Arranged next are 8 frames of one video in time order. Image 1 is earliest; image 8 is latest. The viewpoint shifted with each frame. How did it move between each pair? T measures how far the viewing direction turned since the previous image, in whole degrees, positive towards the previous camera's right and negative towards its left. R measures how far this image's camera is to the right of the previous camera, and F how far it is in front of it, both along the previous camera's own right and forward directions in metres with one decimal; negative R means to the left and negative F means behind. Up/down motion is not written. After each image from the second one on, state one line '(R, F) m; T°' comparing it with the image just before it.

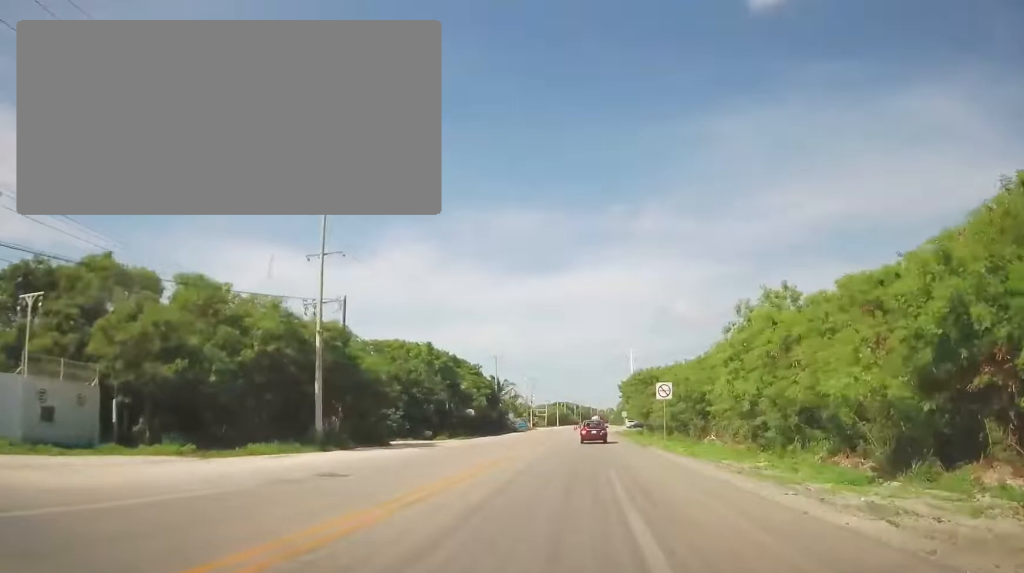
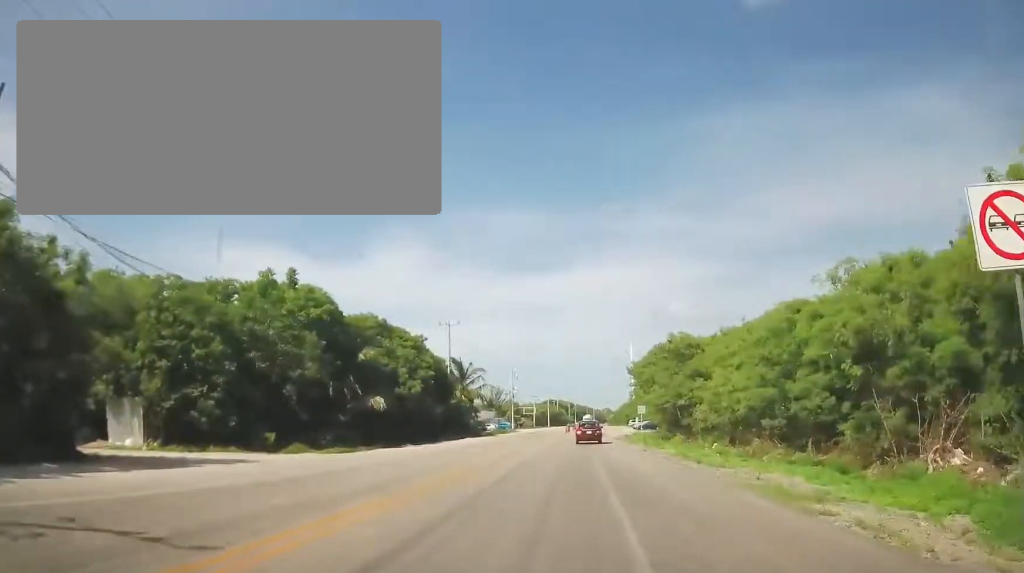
(+0.7, +28.0) m; +1°
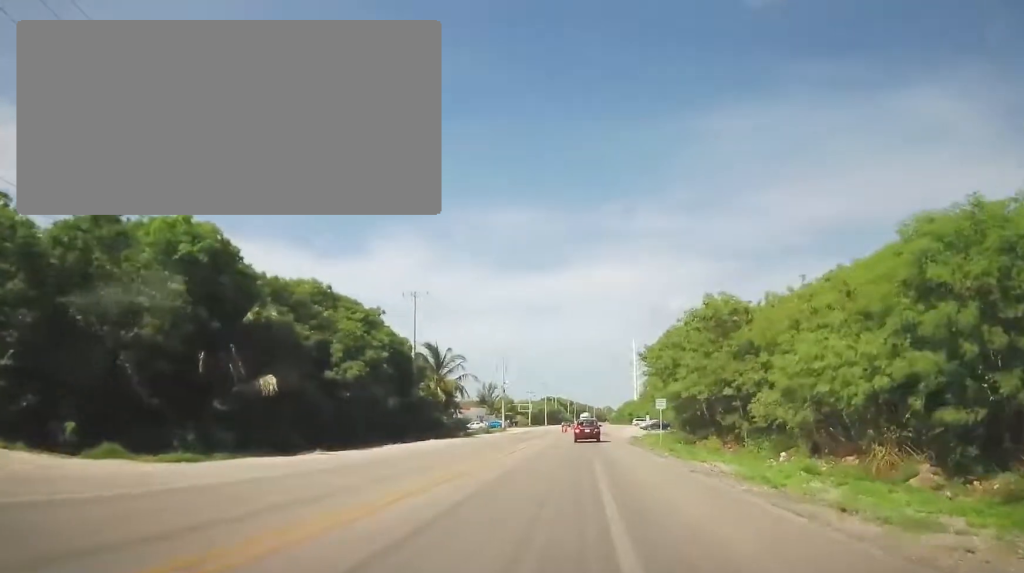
(-0.1, +12.5) m; -2°
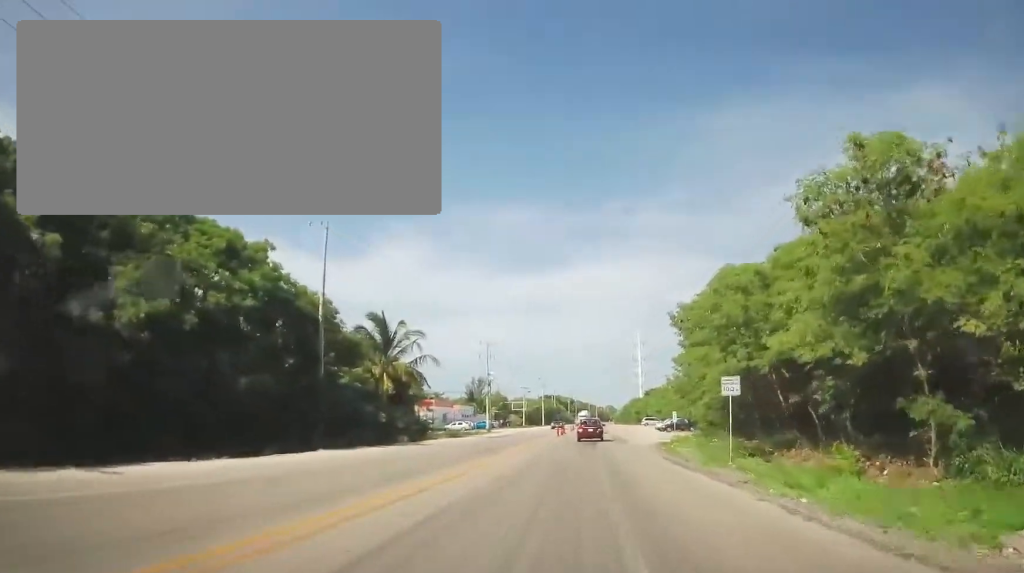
(-0.4, +17.3) m; 0°
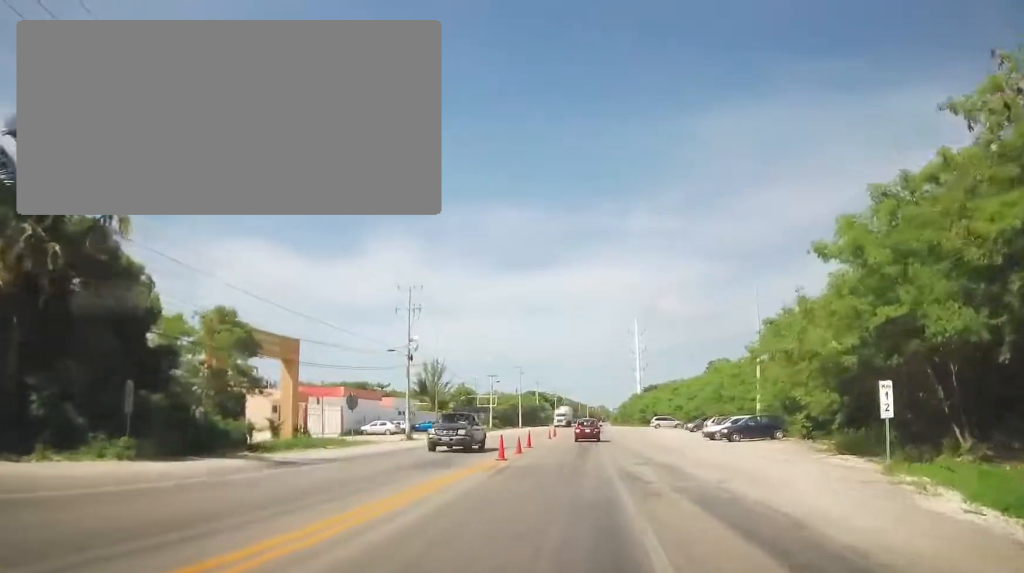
(+0.6, +32.4) m; +1°
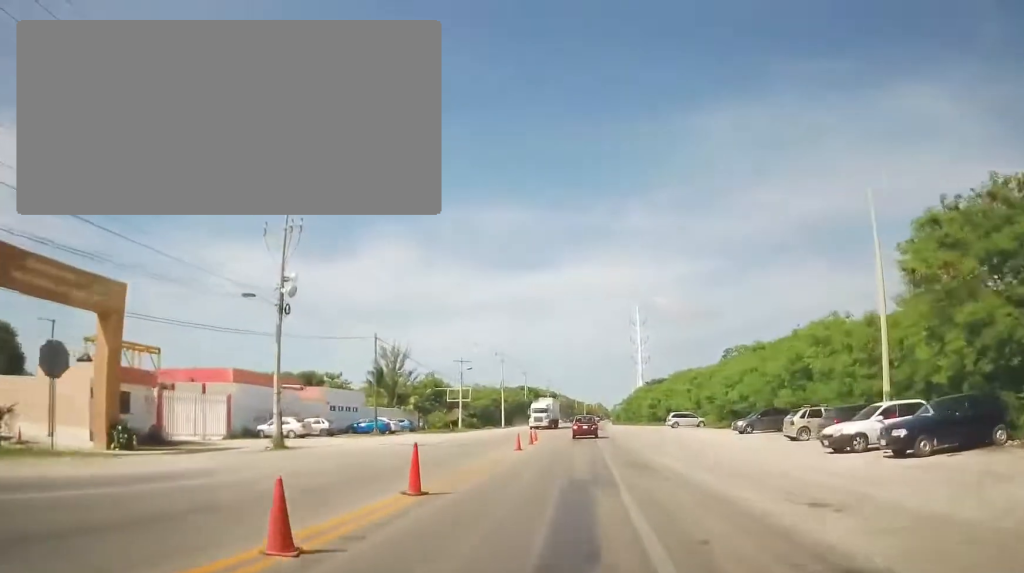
(0.0, +20.1) m; +1°
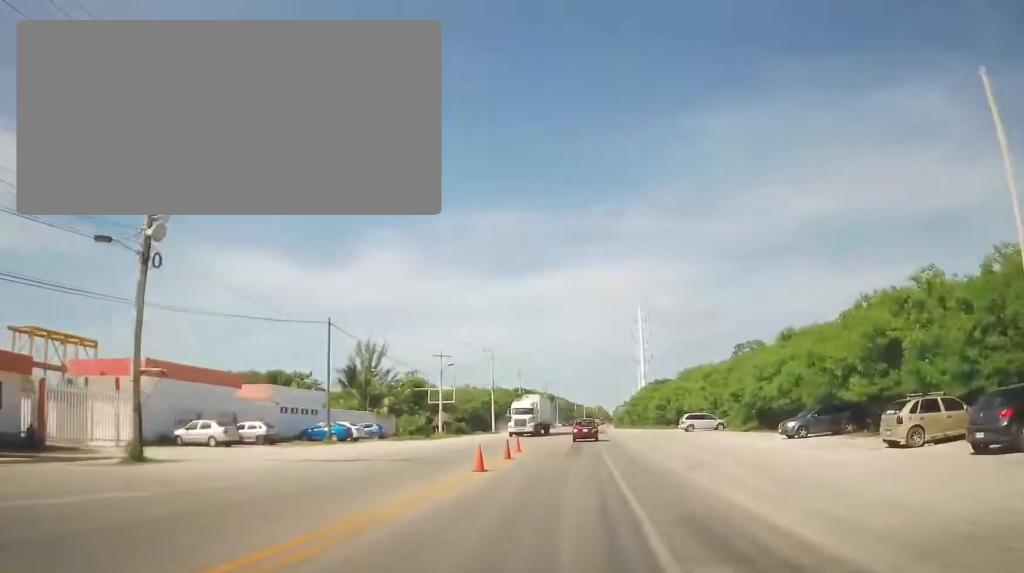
(0.0, +9.7) m; 0°
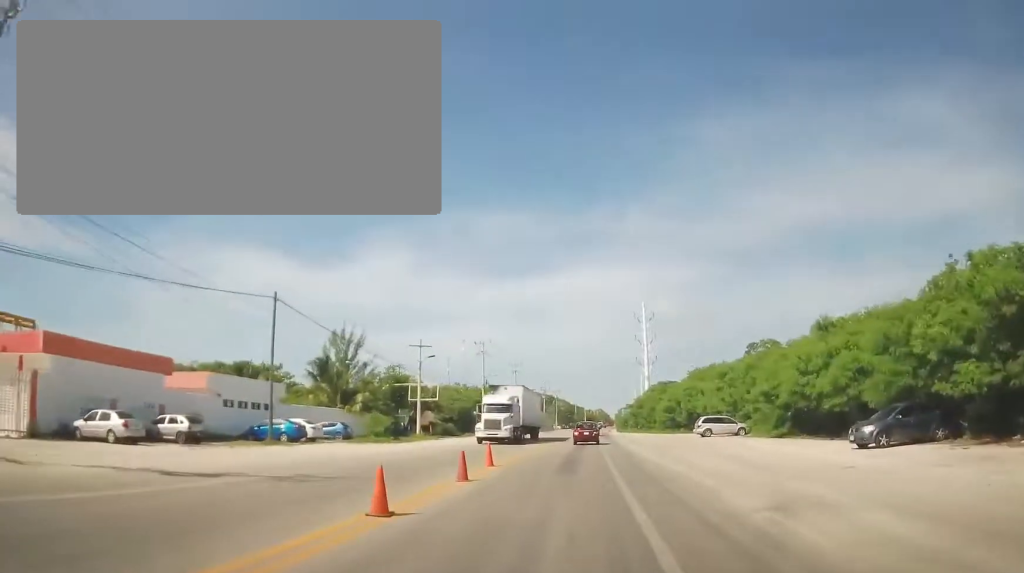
(+0.1, +8.2) m; 0°
